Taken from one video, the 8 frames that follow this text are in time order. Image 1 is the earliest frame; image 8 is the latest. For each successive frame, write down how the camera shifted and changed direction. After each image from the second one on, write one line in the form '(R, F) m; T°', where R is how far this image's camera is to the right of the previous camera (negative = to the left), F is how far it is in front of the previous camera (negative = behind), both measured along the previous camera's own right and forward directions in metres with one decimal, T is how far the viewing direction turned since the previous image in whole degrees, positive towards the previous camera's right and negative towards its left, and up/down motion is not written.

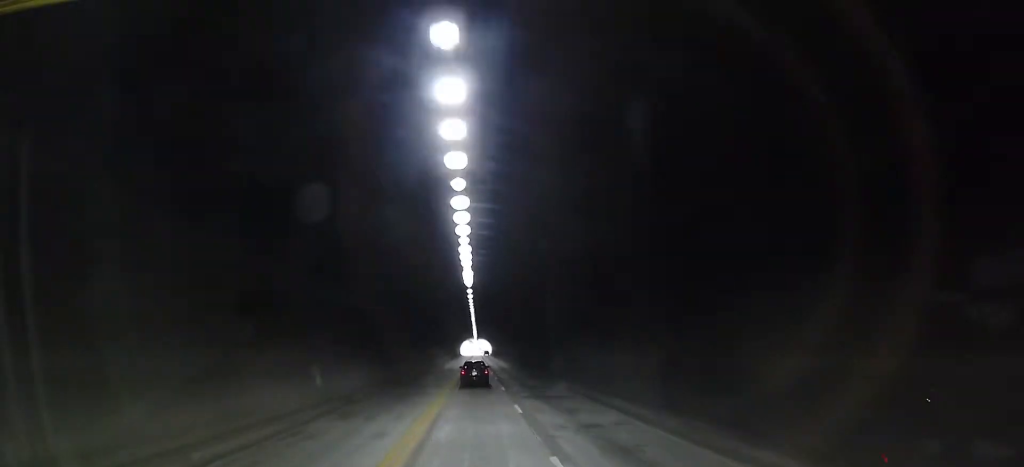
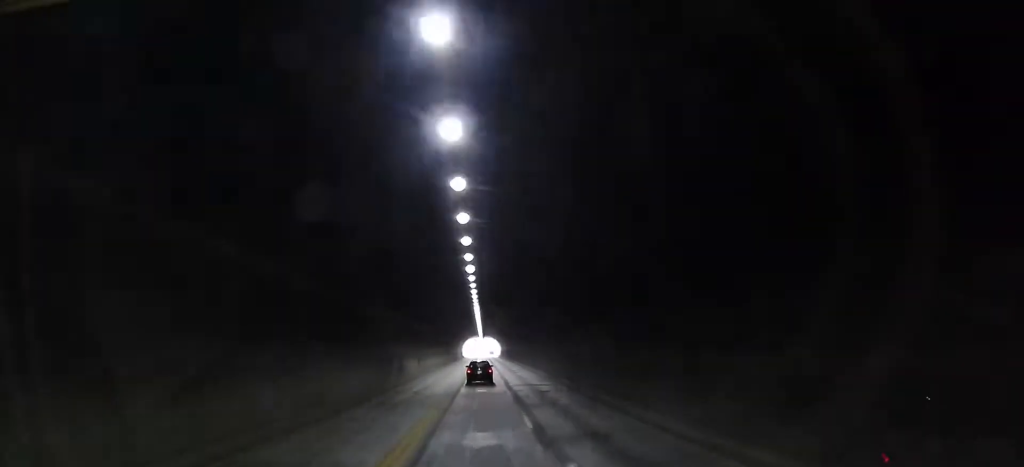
(-0.2, +37.5) m; 0°
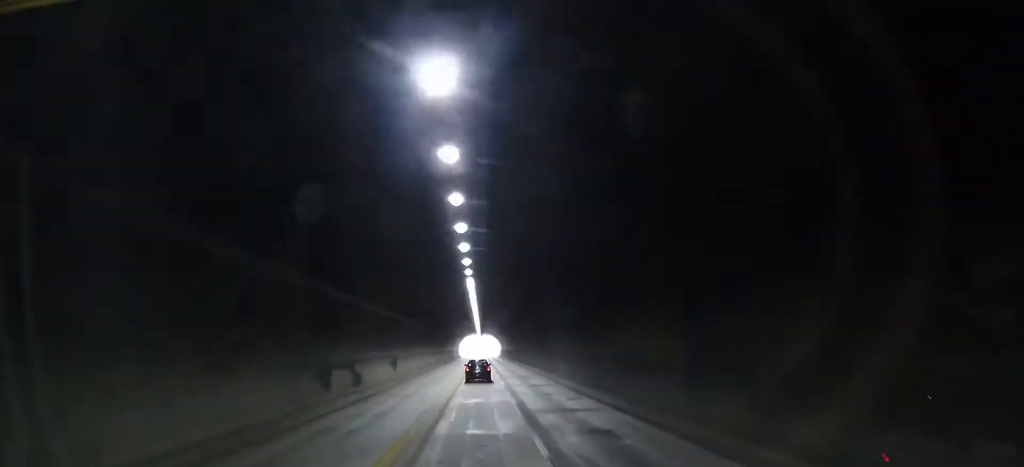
(0.0, +16.0) m; 0°
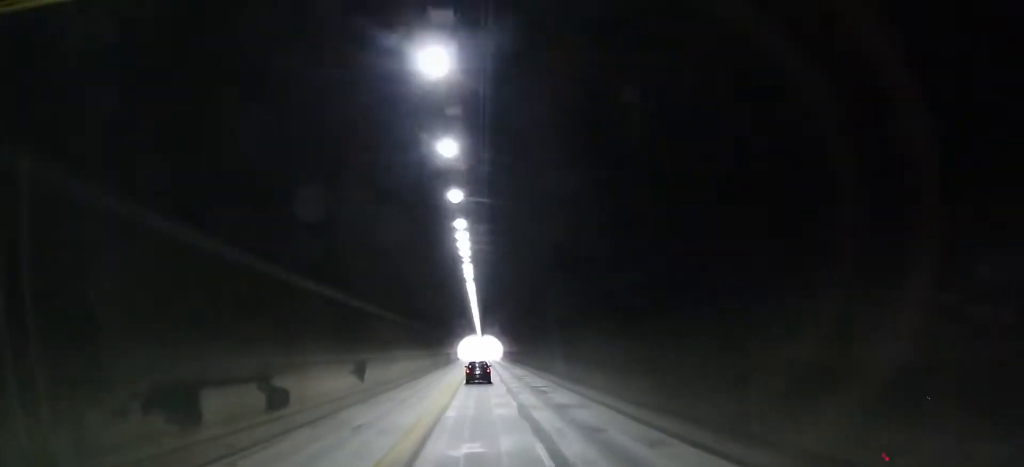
(0.0, +11.9) m; 0°
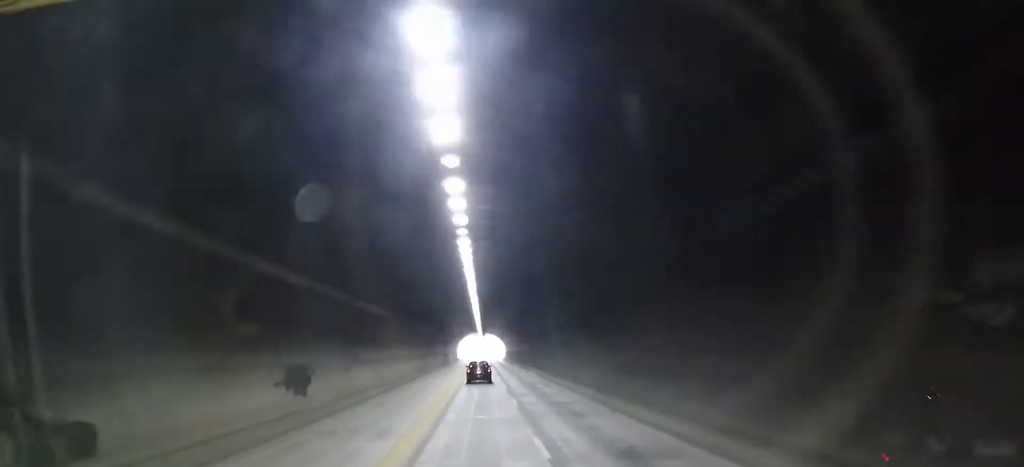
(+0.1, +10.5) m; -1°
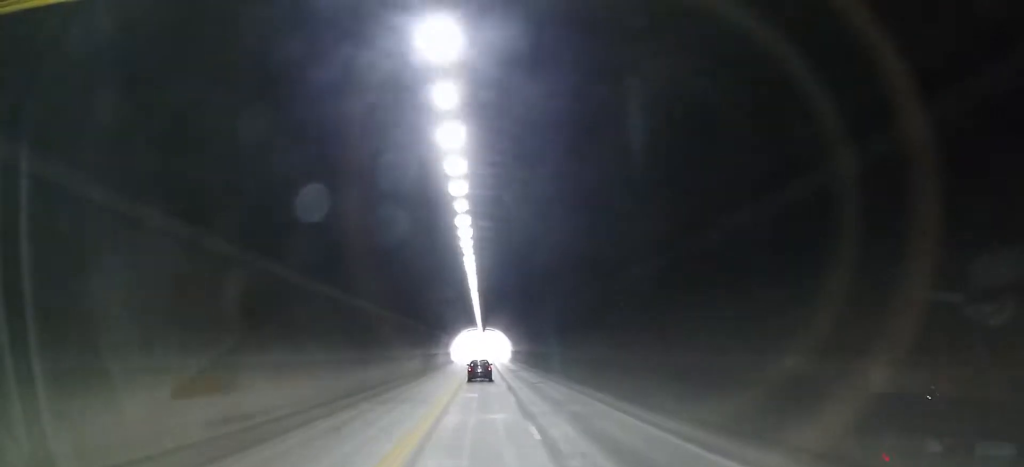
(-0.4, +30.9) m; 0°
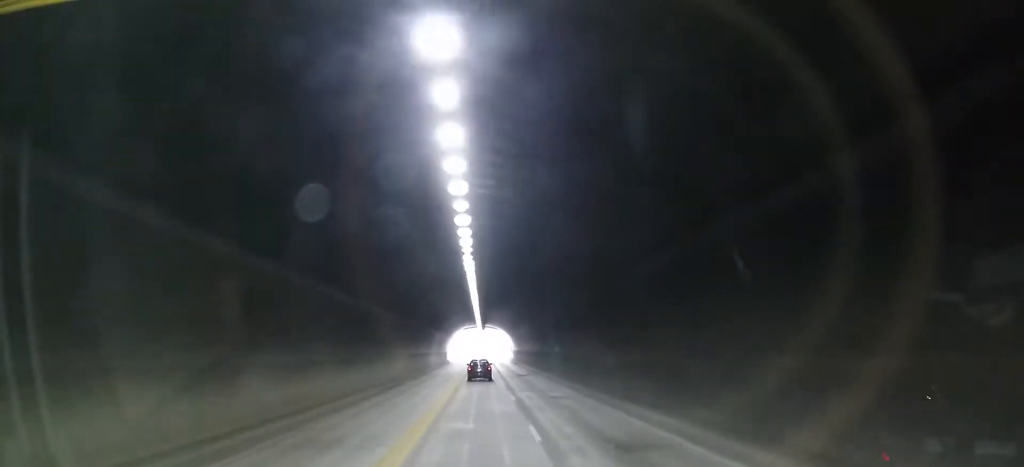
(+0.2, +11.2) m; +1°
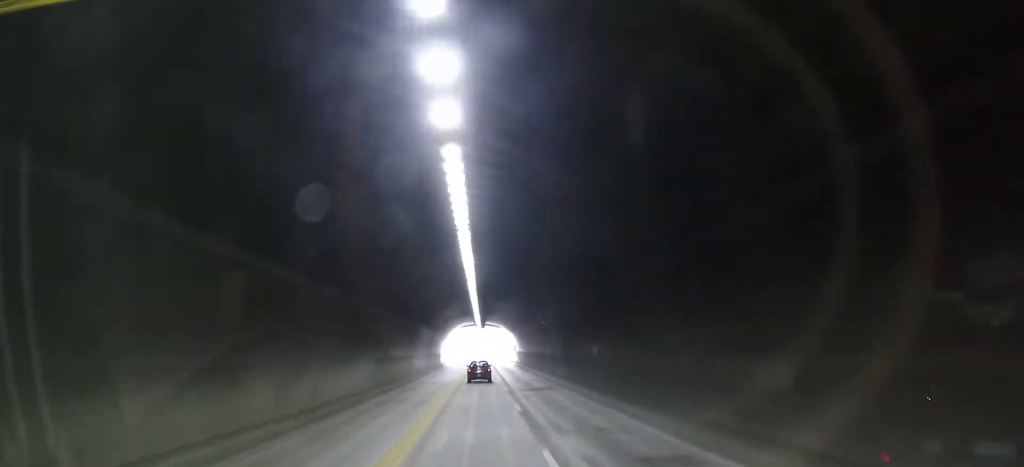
(+0.1, +15.4) m; 0°
